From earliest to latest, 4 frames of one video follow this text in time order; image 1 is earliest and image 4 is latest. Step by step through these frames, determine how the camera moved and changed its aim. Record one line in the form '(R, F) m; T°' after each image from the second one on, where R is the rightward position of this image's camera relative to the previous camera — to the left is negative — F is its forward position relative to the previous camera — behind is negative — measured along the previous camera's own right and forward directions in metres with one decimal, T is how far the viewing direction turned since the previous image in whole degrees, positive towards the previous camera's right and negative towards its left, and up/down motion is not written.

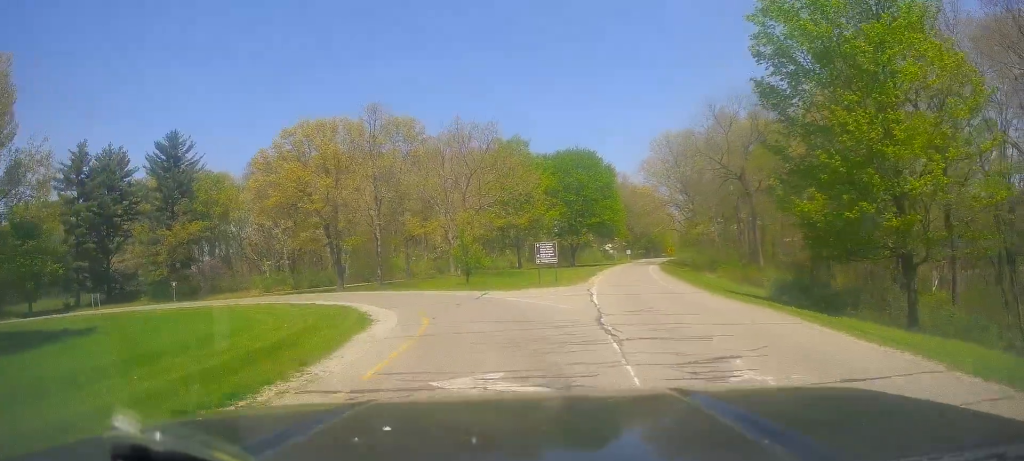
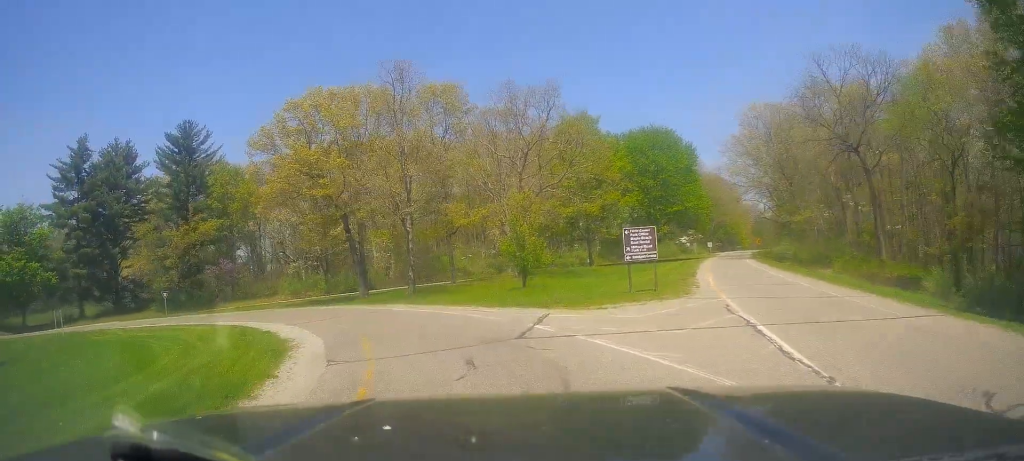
(-0.3, +12.4) m; -8°
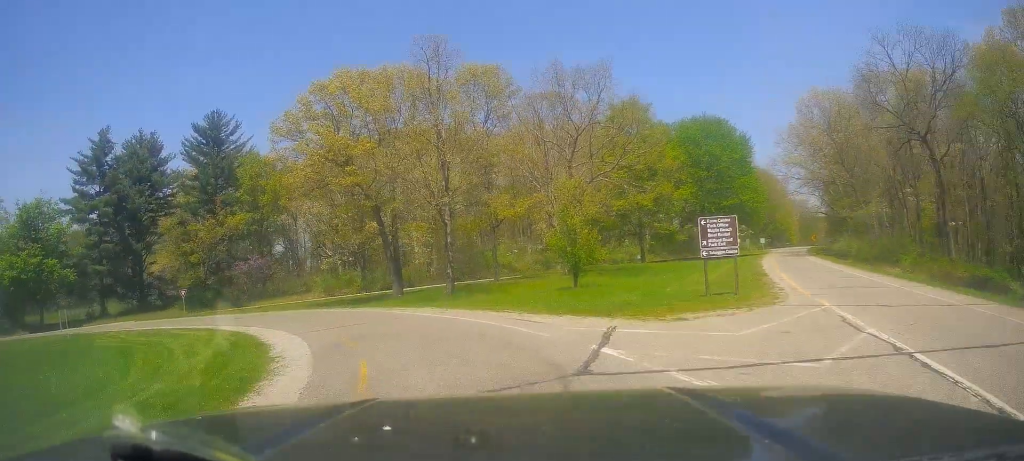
(-0.1, +3.9) m; -5°
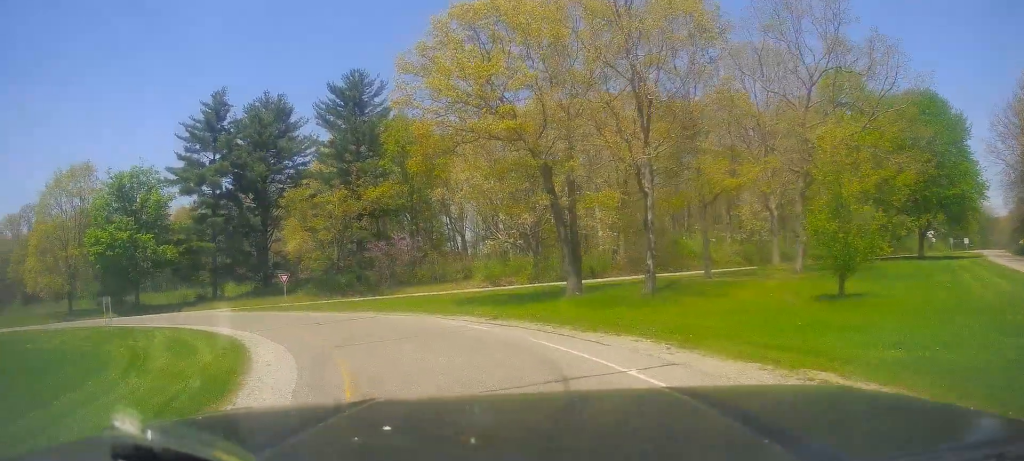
(-2.0, +11.6) m; -19°
